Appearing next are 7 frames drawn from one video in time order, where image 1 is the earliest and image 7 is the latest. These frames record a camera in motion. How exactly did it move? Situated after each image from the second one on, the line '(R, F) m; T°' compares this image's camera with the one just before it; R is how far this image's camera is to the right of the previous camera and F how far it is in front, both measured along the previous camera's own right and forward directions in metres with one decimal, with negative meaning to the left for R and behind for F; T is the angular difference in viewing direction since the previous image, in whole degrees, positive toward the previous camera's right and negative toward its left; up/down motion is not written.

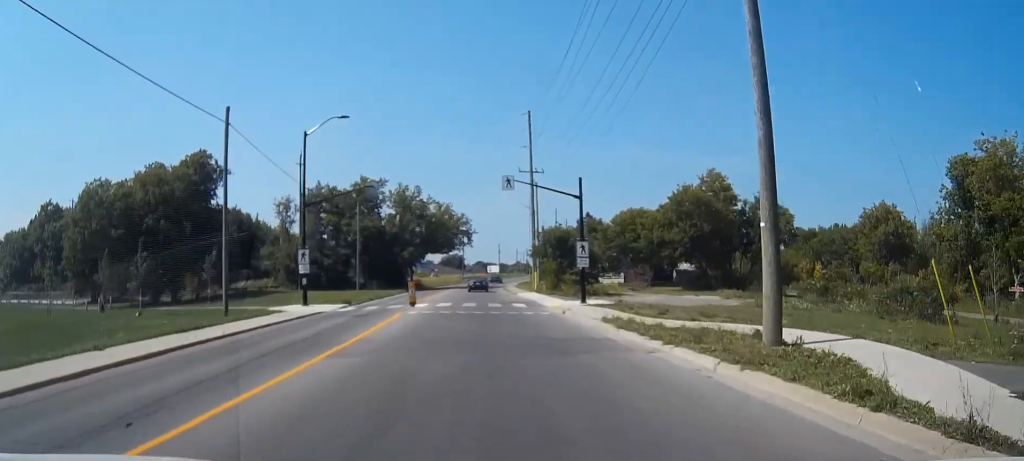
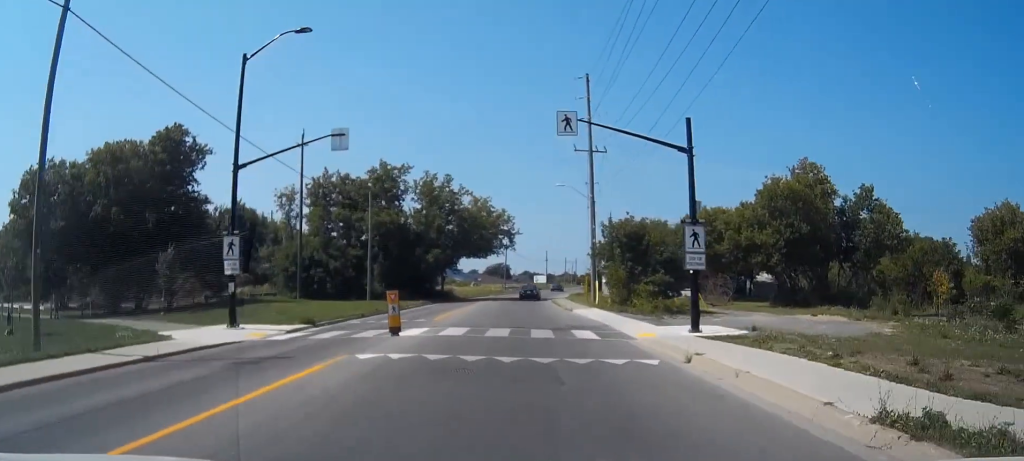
(0.0, +14.1) m; 0°
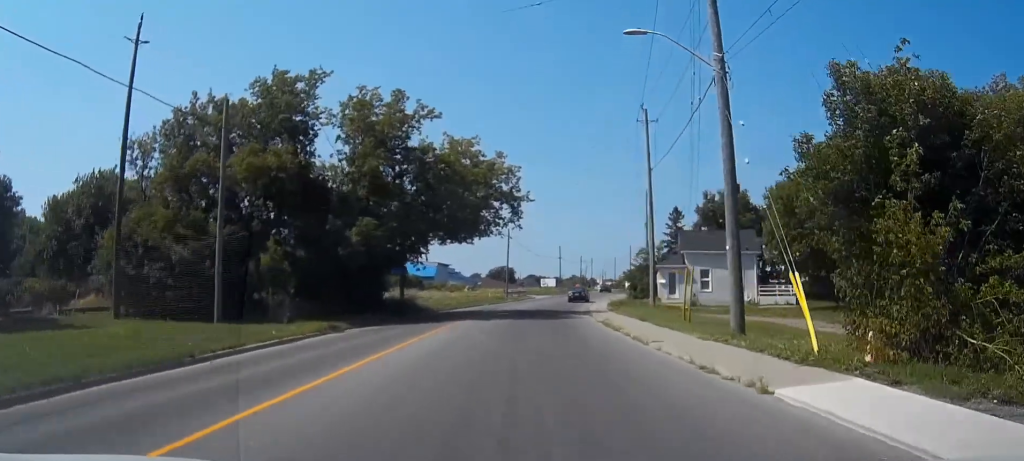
(0.0, +28.7) m; 0°
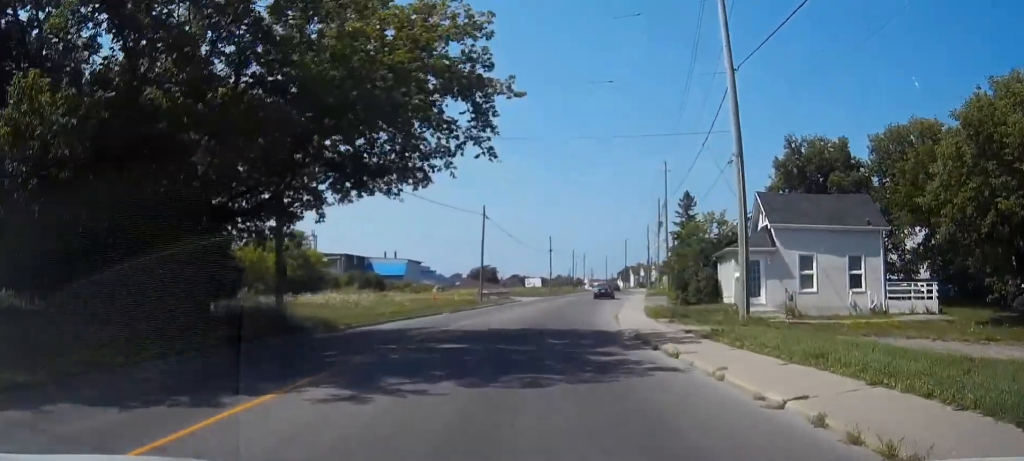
(0.0, +20.5) m; 0°
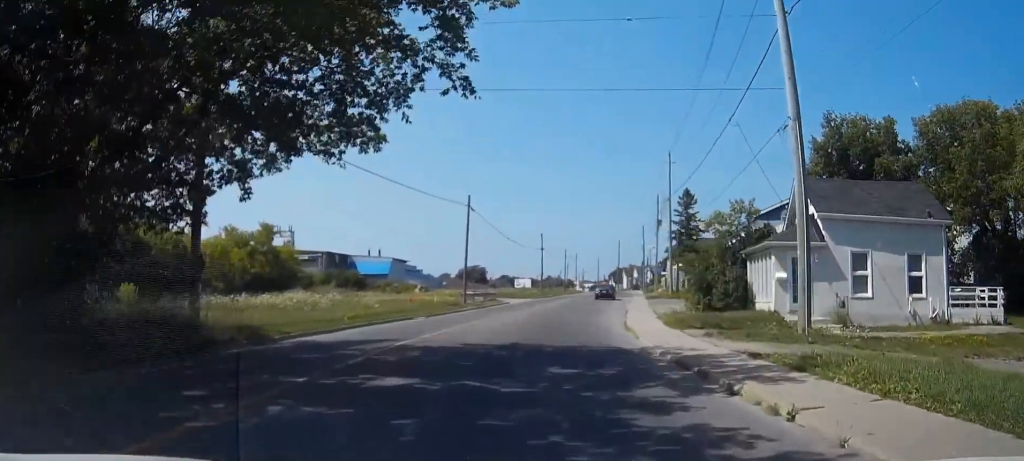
(0.0, +5.9) m; 0°
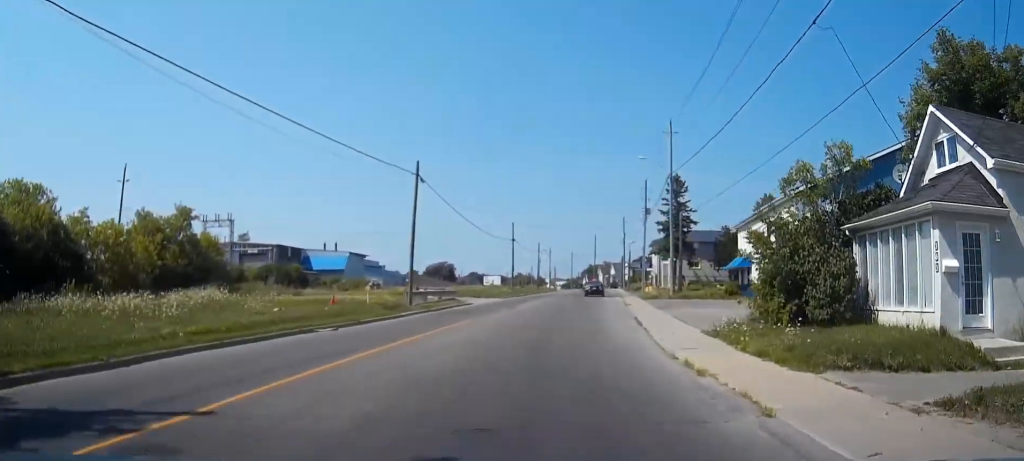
(0.0, +11.3) m; 0°
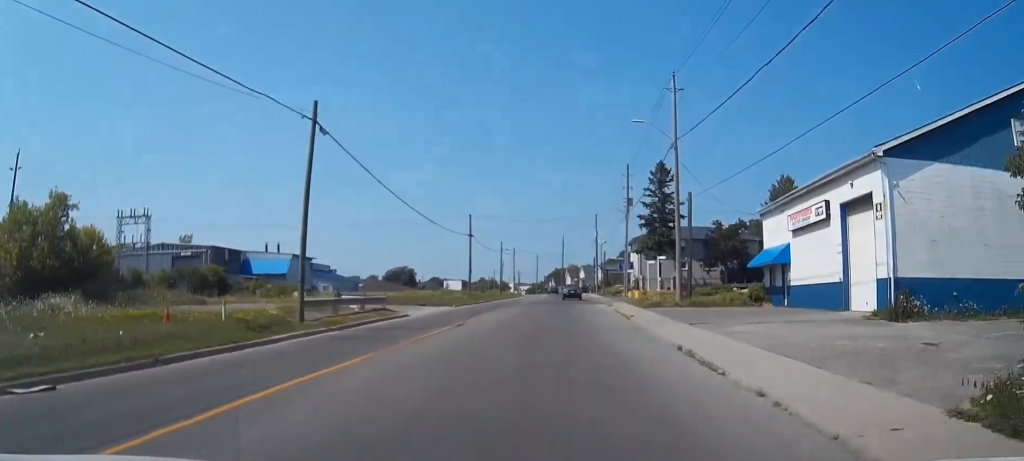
(0.0, +12.2) m; 0°
